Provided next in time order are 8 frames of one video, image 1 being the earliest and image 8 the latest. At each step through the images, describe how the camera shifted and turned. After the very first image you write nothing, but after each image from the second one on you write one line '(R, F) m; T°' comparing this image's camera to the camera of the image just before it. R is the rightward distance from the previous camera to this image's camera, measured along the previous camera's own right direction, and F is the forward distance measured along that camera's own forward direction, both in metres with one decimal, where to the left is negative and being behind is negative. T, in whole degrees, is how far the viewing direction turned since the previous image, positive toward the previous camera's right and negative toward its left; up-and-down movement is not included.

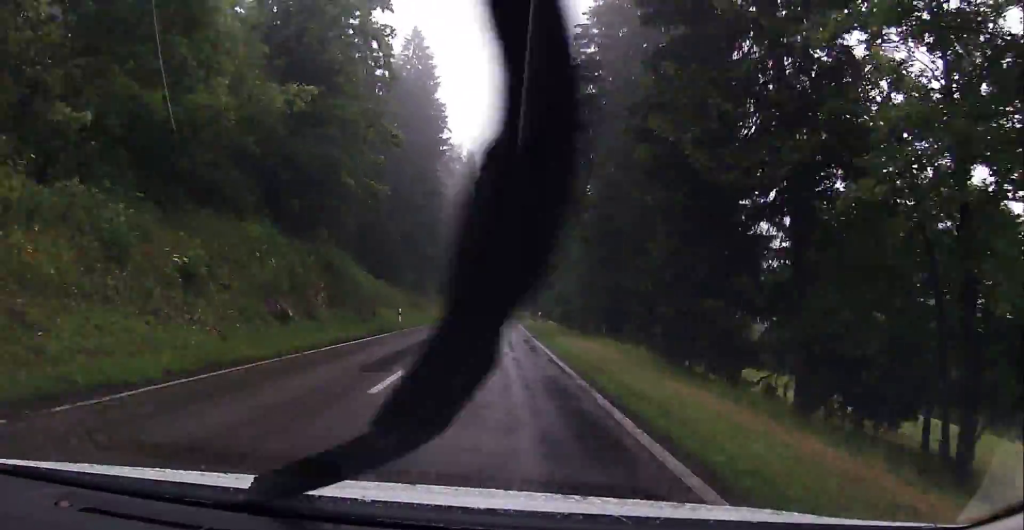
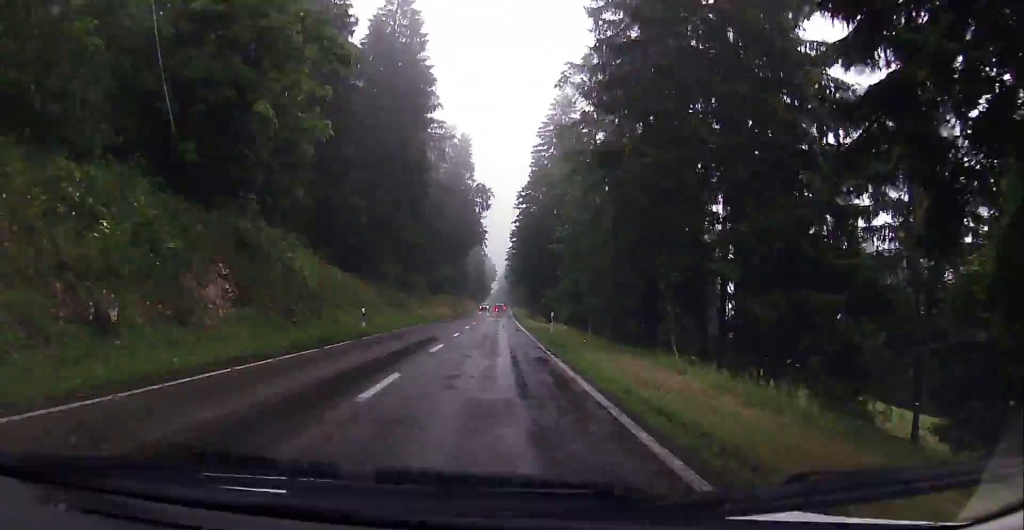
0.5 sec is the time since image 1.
(0.0, +9.8) m; 0°
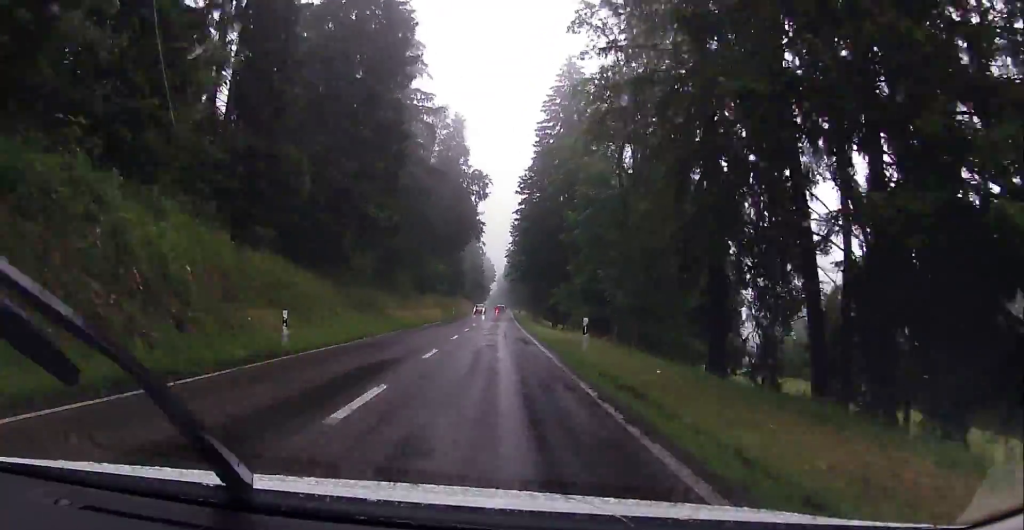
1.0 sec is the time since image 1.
(0.0, +10.6) m; +1°
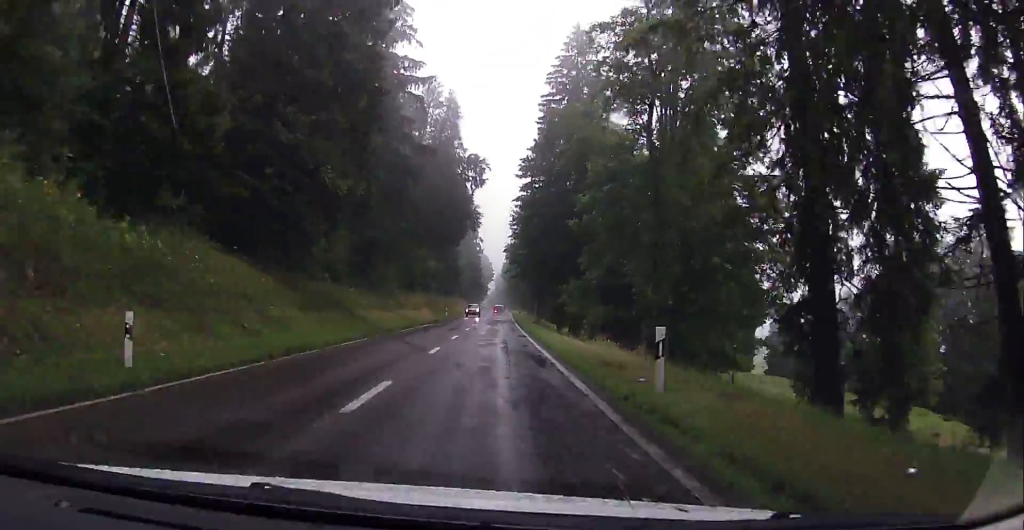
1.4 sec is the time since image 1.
(0.0, +8.0) m; +1°
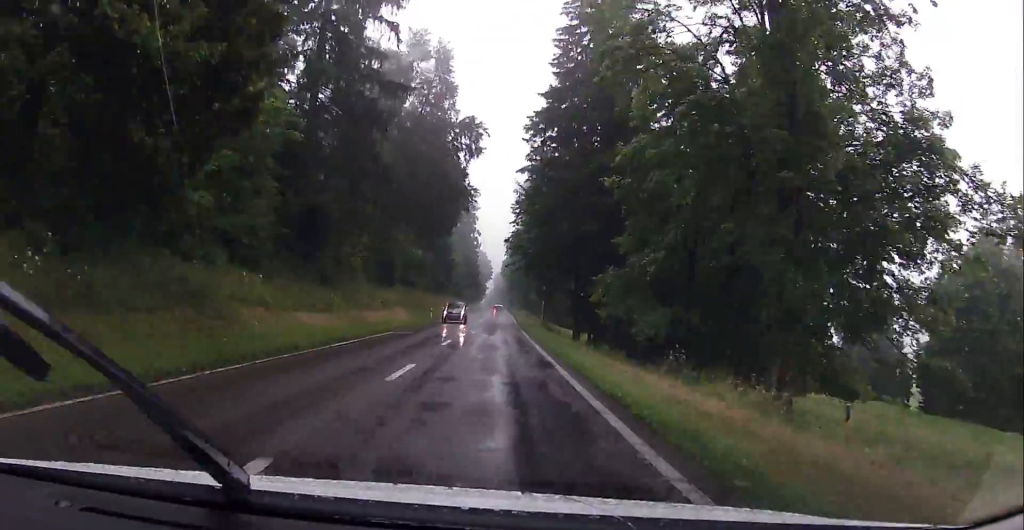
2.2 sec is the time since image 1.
(+0.2, +14.7) m; +1°
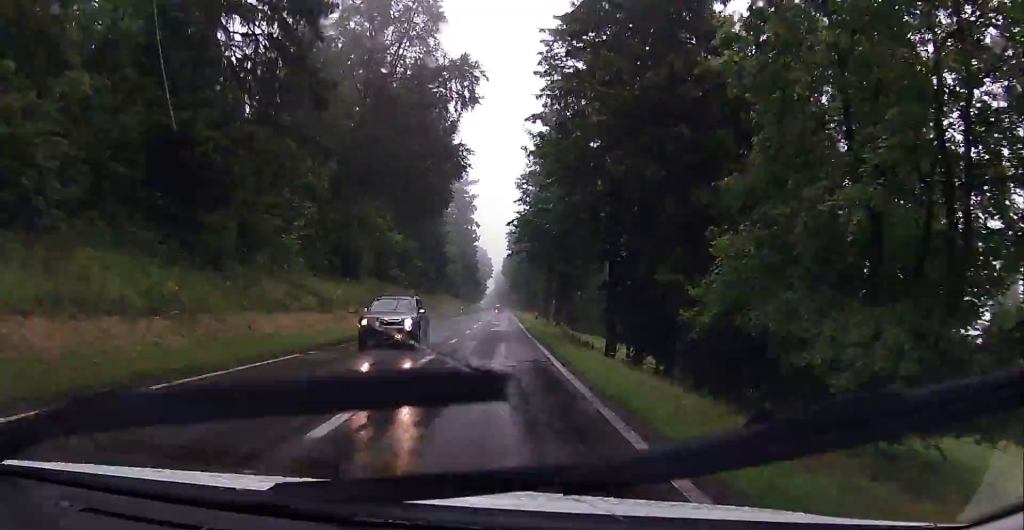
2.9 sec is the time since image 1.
(+0.2, +15.0) m; 0°
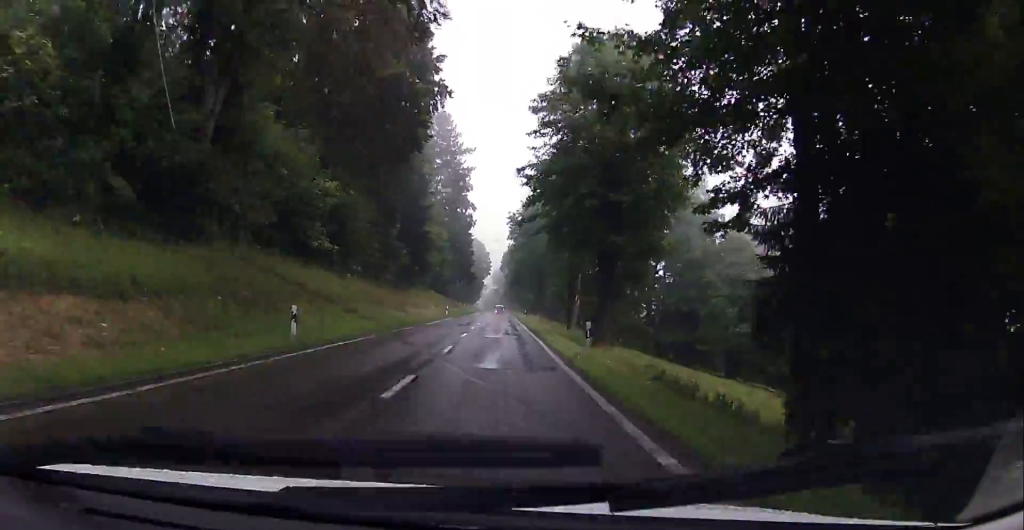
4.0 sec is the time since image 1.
(-0.5, +22.9) m; -2°
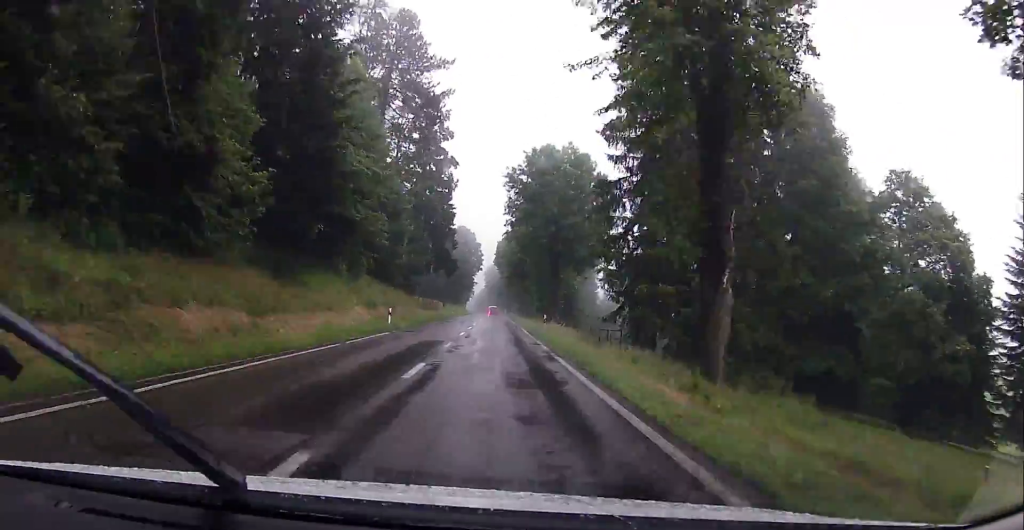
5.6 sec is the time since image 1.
(+0.9, +33.7) m; +2°
